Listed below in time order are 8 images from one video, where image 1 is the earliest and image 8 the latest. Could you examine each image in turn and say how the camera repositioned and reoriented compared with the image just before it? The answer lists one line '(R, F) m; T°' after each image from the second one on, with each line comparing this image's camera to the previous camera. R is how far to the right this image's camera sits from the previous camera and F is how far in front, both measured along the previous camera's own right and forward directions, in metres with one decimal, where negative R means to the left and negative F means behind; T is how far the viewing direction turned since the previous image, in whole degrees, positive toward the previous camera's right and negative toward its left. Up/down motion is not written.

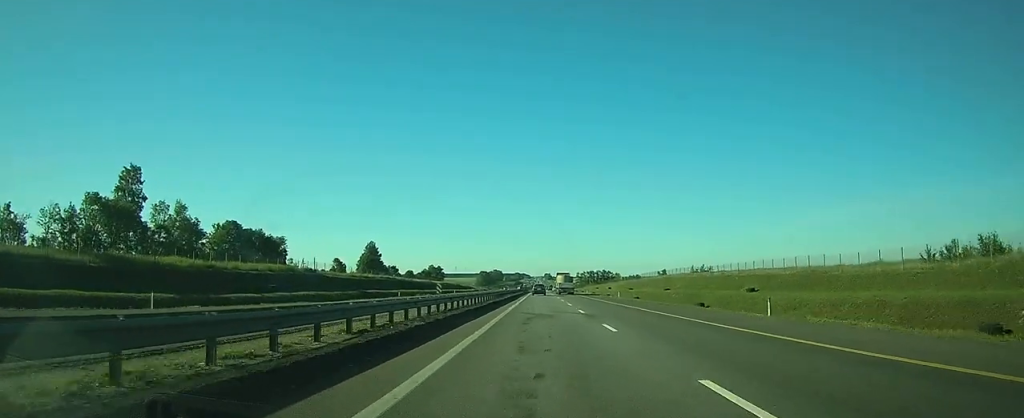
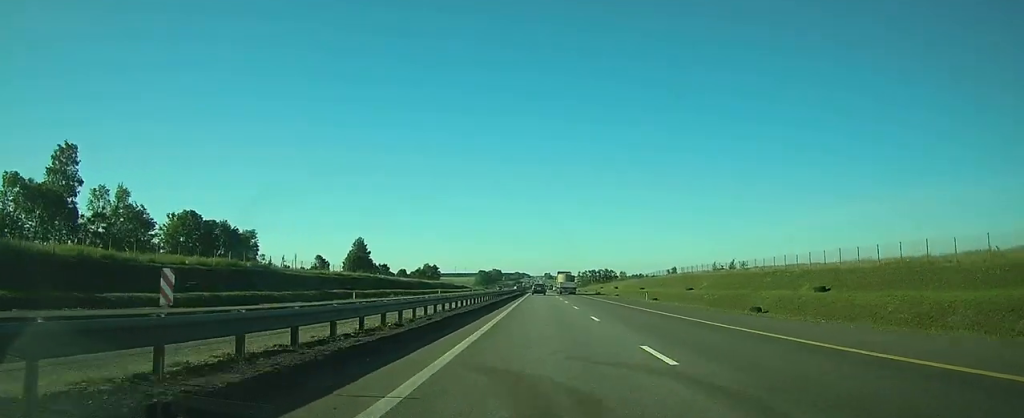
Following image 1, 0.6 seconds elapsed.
(0.0, +19.0) m; 0°
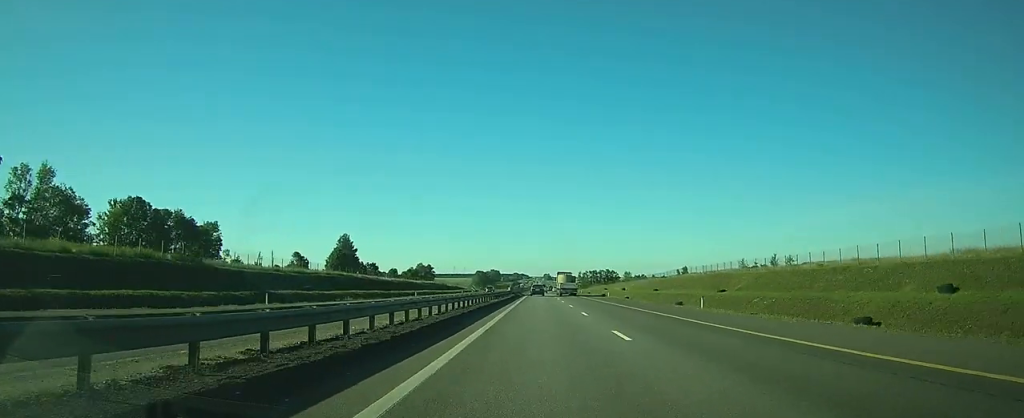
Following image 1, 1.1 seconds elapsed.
(0.0, +19.2) m; 0°
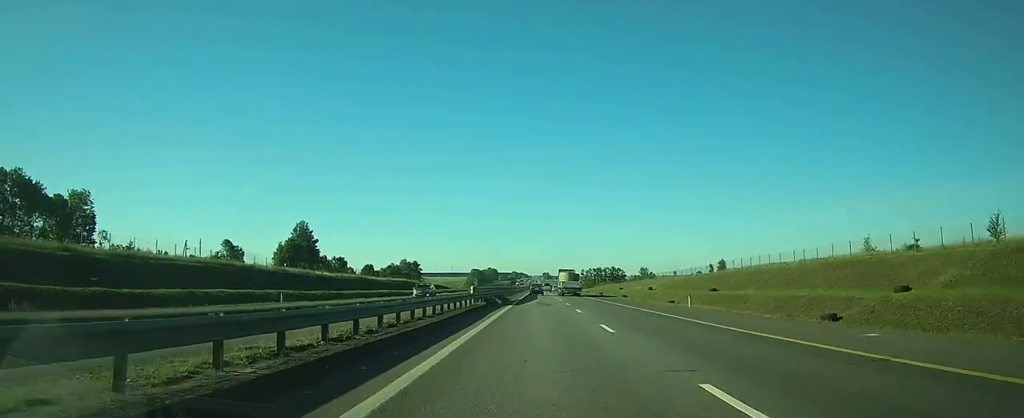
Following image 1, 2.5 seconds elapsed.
(0.0, +45.3) m; 0°
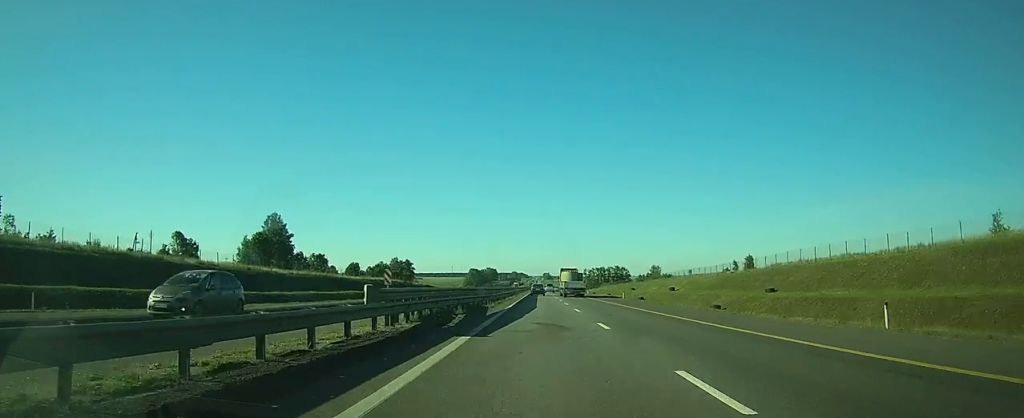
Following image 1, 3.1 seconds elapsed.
(0.0, +22.8) m; 0°
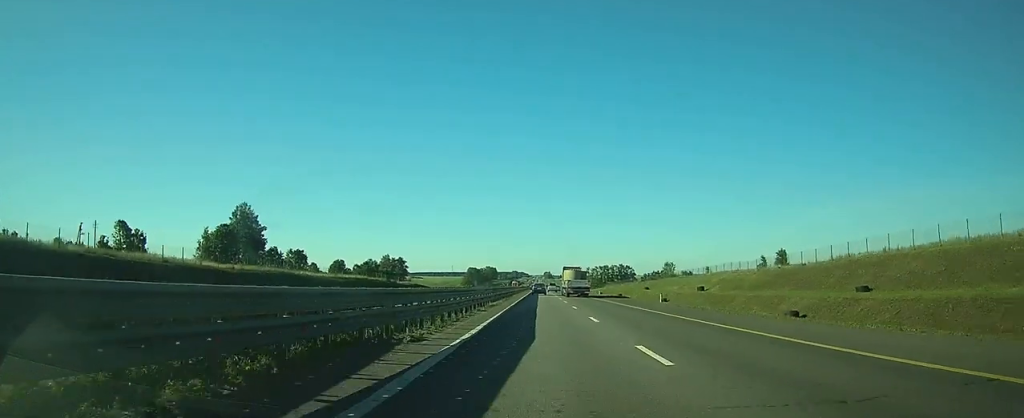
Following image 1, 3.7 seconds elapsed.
(0.0, +20.5) m; 0°
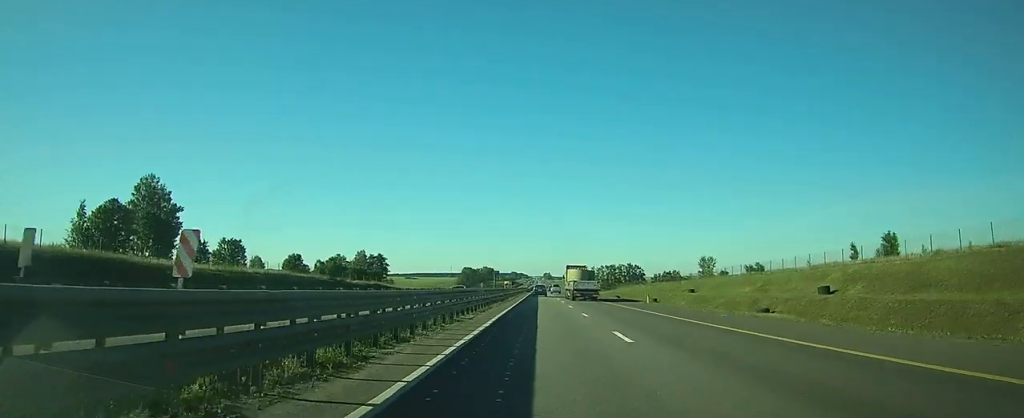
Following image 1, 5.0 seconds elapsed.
(+0.1, +43.2) m; 0°
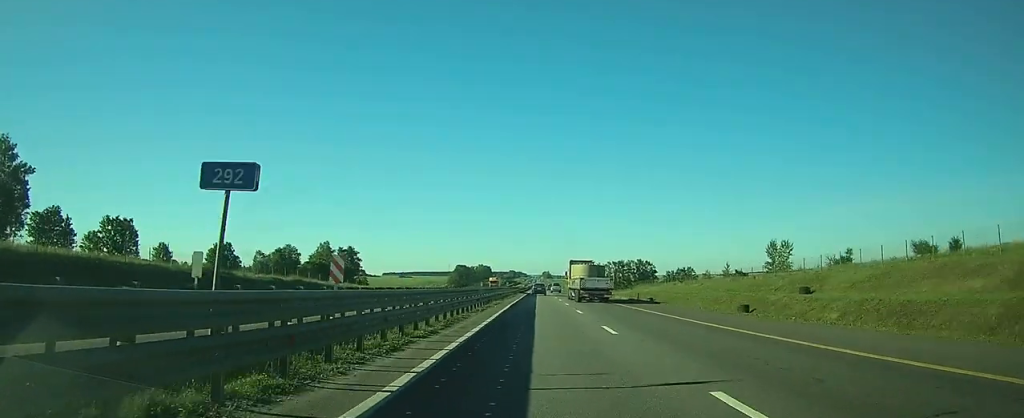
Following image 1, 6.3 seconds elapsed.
(0.0, +45.5) m; 0°
